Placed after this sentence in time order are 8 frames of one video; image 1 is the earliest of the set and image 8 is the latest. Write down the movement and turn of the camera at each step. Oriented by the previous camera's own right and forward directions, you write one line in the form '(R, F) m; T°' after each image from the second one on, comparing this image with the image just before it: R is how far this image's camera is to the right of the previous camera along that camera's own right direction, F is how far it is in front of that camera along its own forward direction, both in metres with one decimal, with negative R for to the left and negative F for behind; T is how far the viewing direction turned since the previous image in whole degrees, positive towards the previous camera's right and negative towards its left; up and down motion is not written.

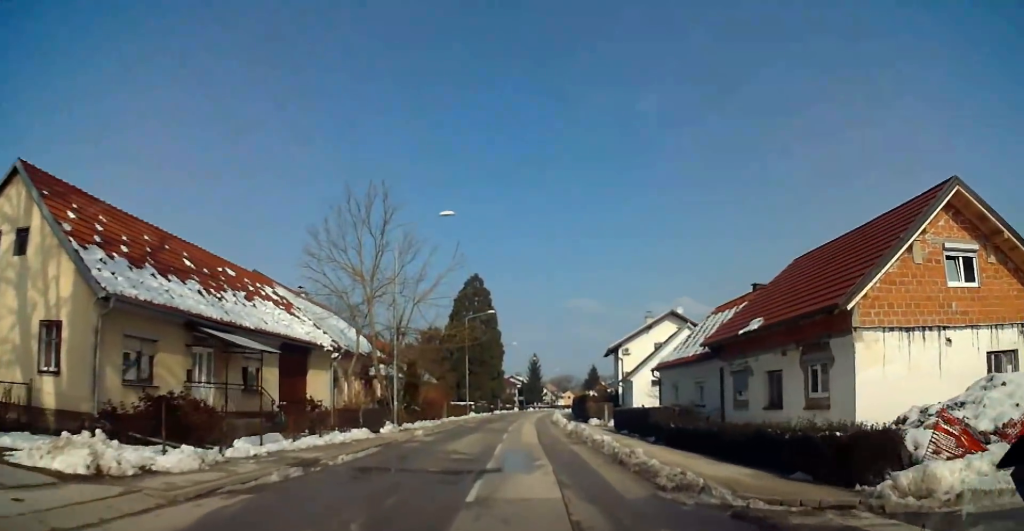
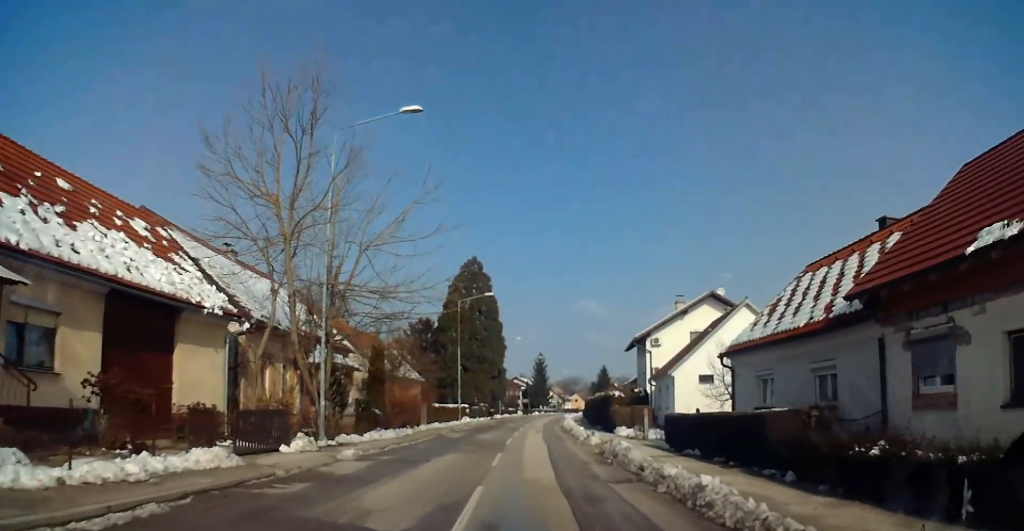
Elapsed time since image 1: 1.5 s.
(-0.4, +12.7) m; -2°
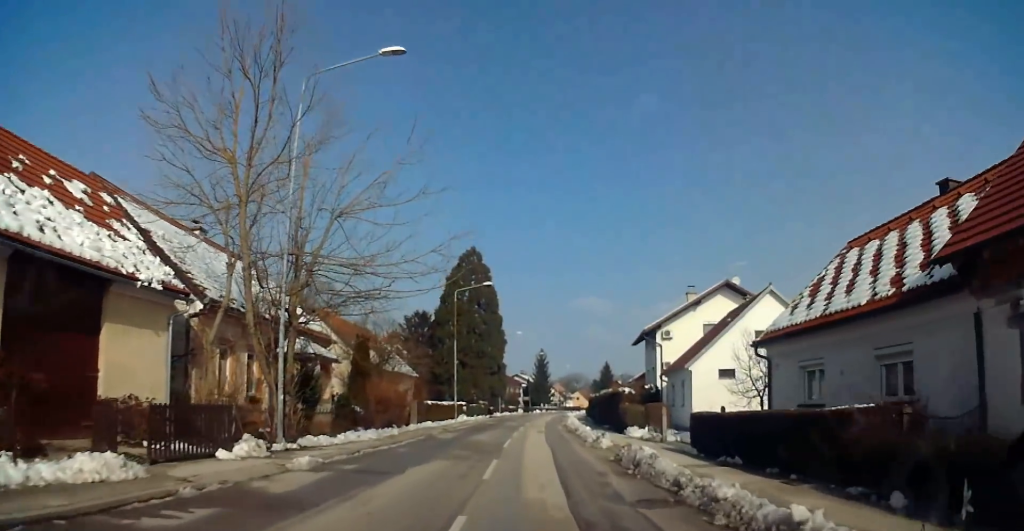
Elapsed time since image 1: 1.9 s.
(0.0, +3.7) m; 0°
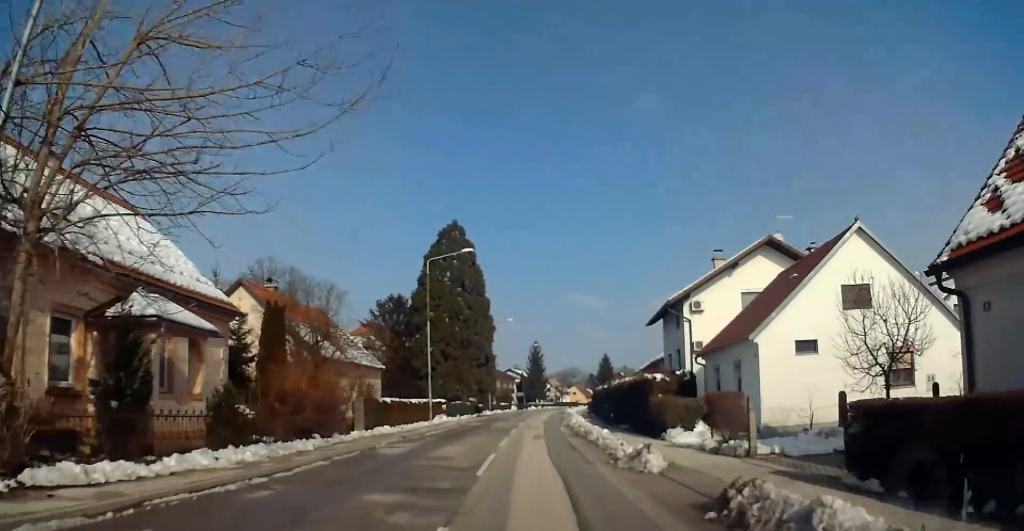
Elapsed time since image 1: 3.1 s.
(+0.3, +10.6) m; +2°
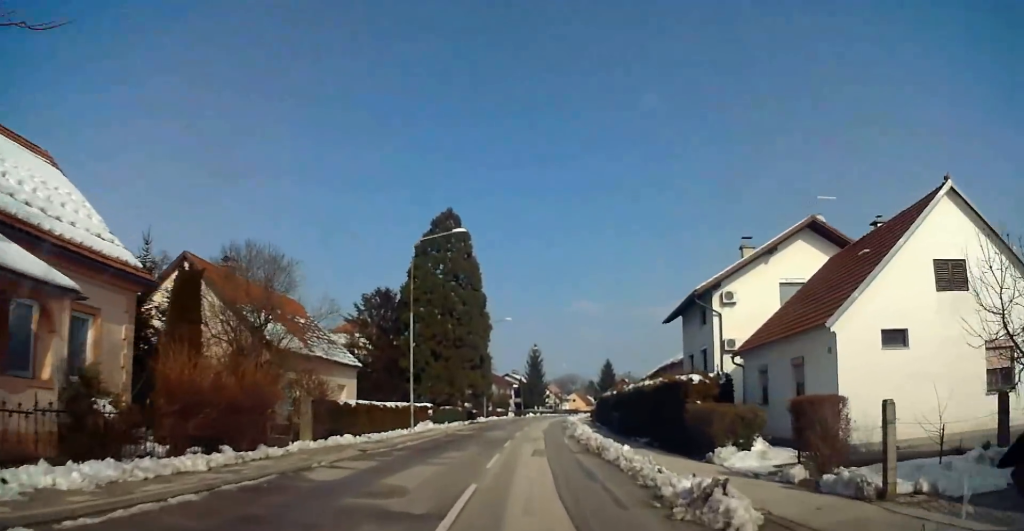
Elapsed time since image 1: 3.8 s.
(0.0, +6.0) m; 0°
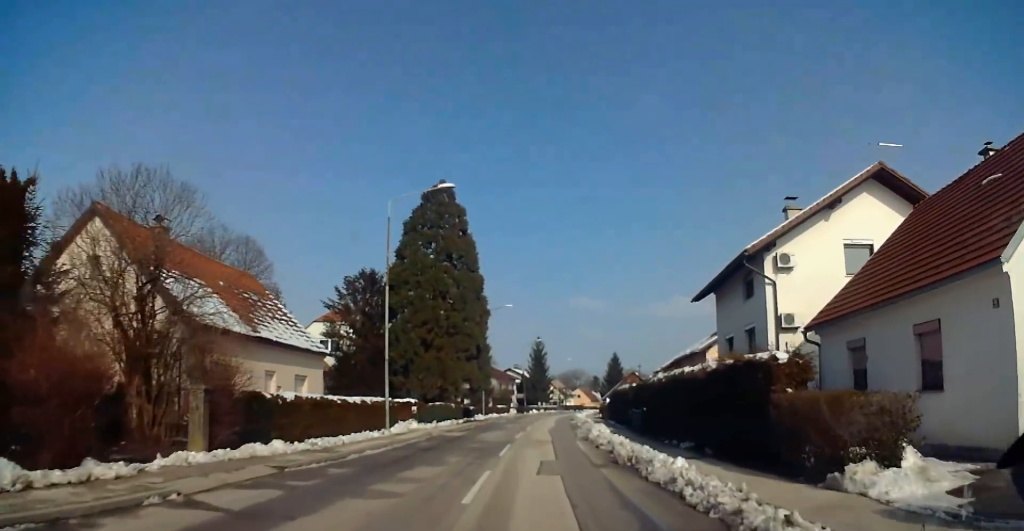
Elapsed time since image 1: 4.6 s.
(+0.1, +6.9) m; -2°
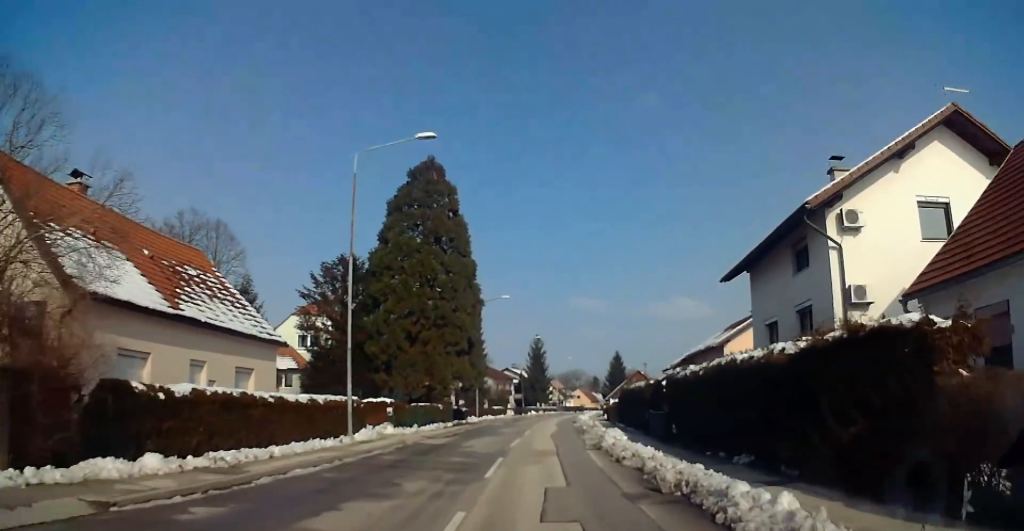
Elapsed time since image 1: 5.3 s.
(-0.2, +5.8) m; 0°
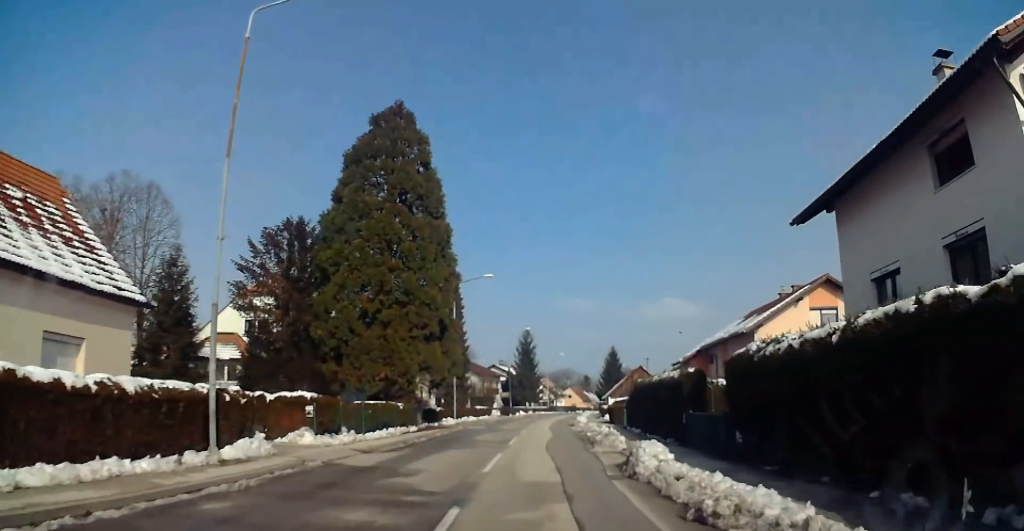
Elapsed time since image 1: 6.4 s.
(+0.1, +9.5) m; +1°
